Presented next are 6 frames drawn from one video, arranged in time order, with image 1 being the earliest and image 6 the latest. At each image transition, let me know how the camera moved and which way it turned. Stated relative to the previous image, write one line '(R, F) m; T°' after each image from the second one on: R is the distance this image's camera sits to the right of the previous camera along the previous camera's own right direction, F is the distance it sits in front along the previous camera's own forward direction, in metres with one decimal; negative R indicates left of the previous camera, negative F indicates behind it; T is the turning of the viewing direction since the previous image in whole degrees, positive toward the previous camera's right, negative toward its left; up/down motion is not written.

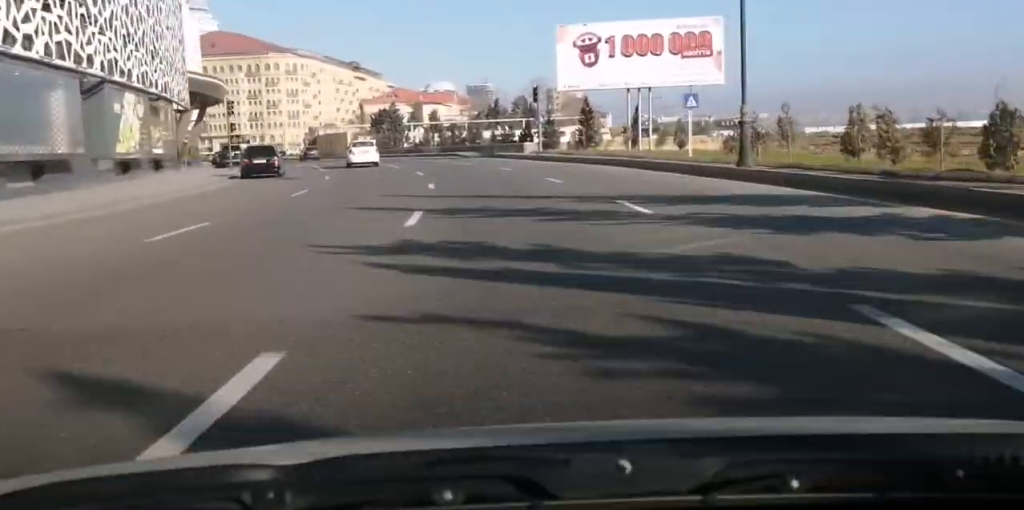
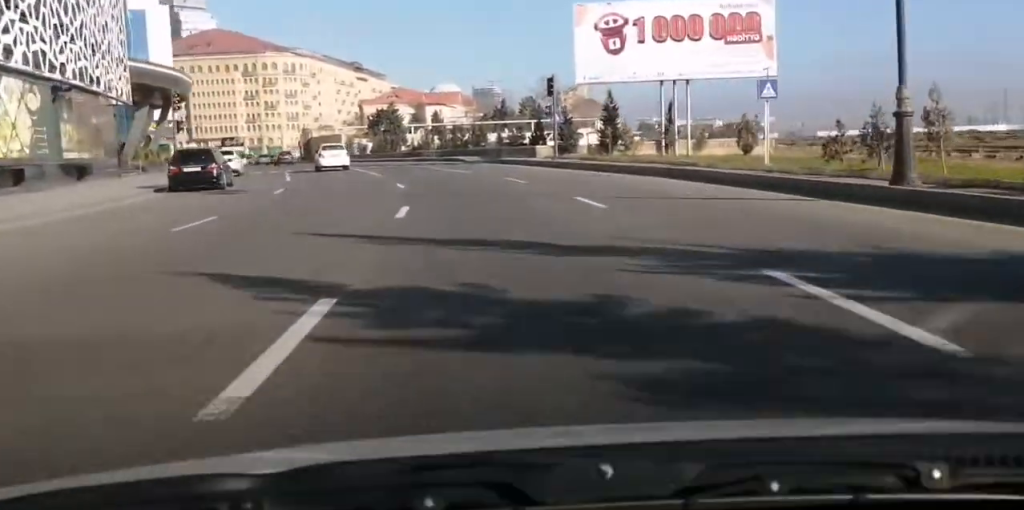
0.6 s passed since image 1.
(-0.3, +9.6) m; -3°
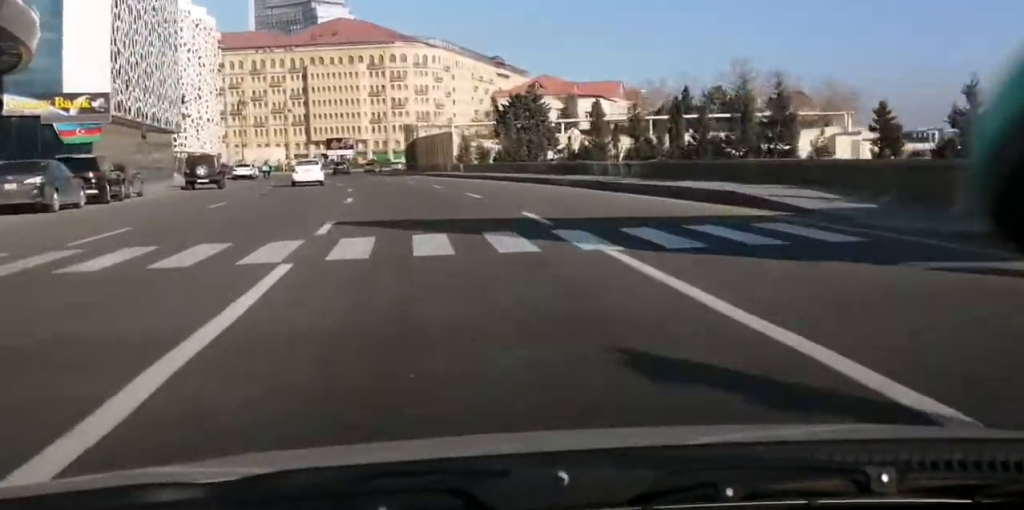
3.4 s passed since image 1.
(-4.3, +46.6) m; -9°
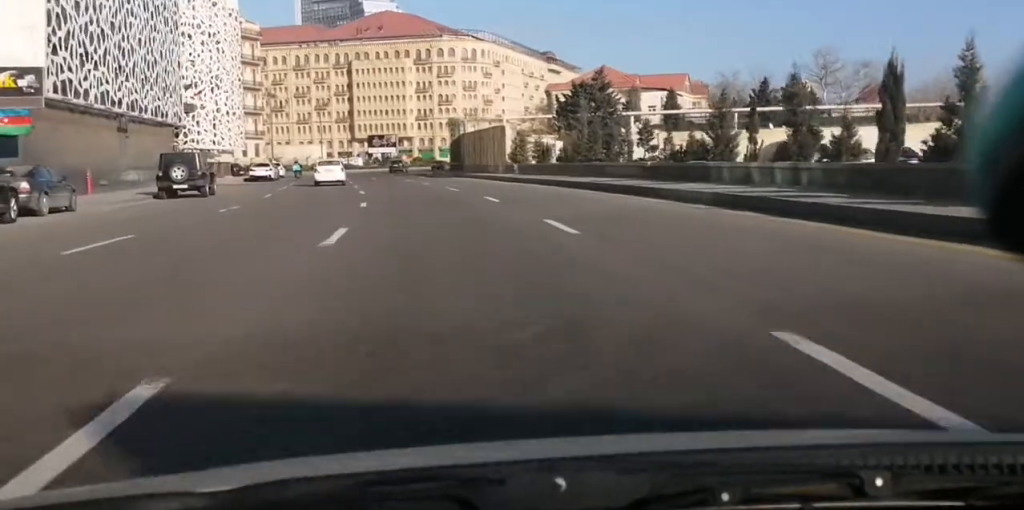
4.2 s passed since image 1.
(-0.1, +13.3) m; -1°
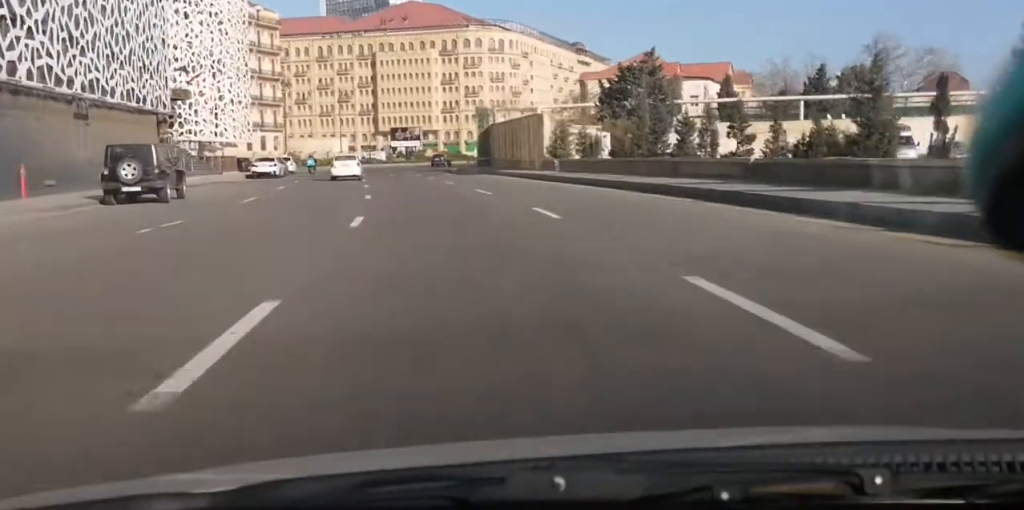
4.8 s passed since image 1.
(-0.1, +9.2) m; -2°
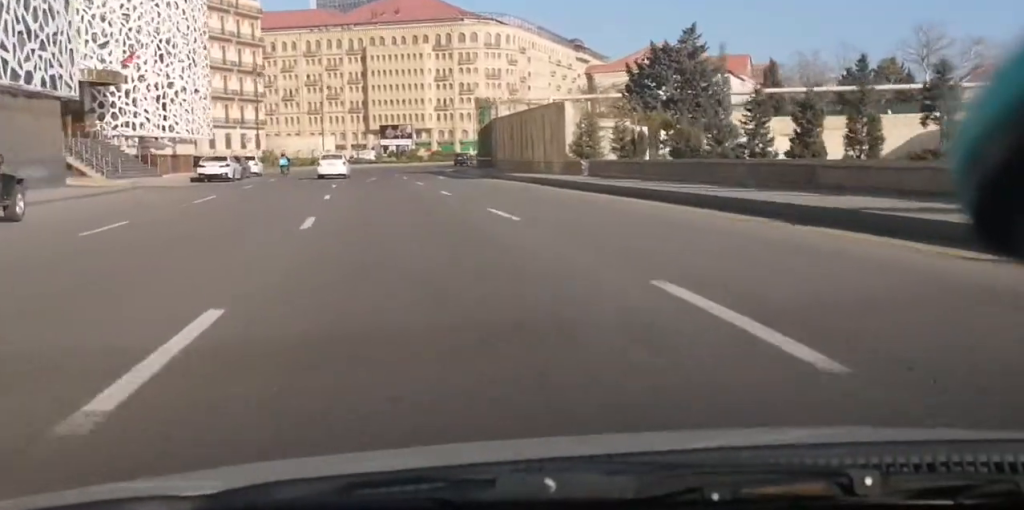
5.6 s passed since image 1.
(-0.2, +12.3) m; -2°
